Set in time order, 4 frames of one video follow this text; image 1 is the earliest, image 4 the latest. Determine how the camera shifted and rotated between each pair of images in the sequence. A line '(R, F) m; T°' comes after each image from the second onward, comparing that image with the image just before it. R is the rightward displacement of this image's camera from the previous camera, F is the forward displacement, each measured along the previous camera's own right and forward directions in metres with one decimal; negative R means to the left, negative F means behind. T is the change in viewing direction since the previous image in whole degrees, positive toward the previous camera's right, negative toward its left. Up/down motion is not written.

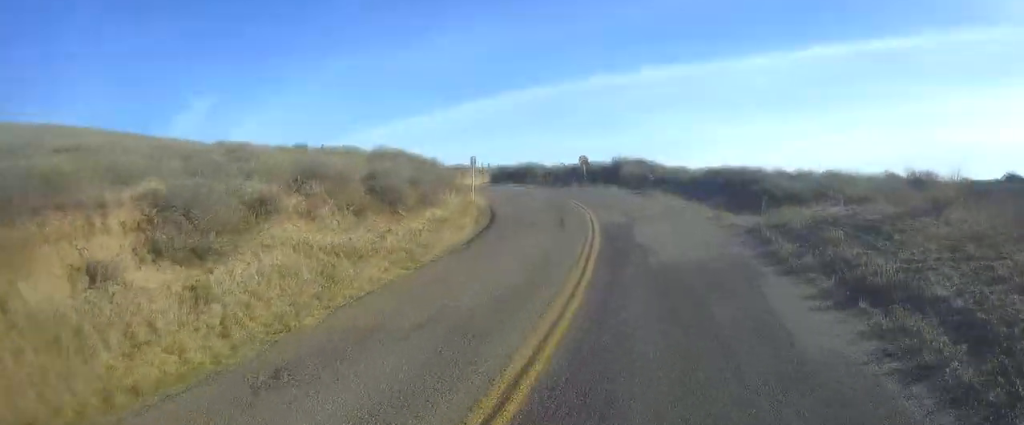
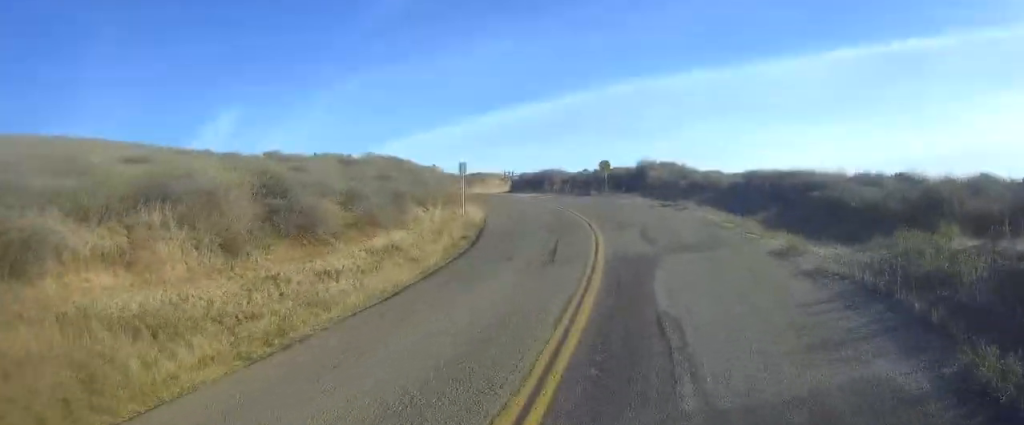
(-0.2, +6.5) m; -2°
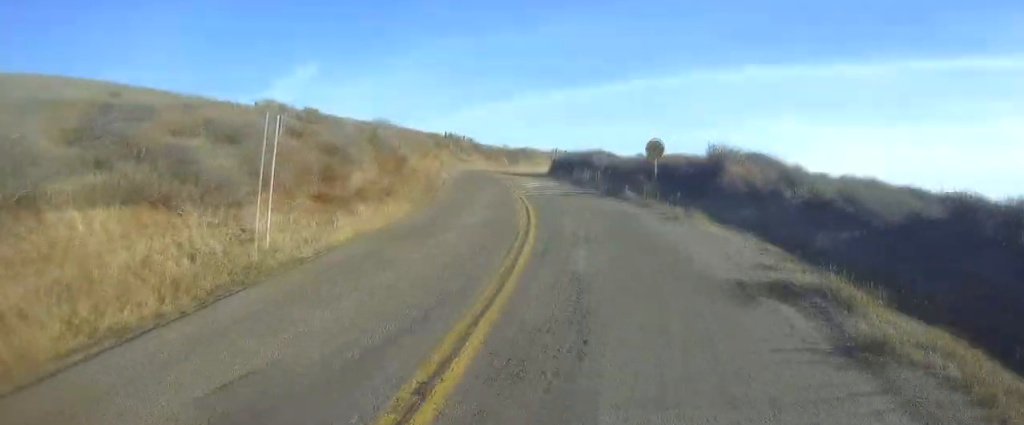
(-0.6, +17.1) m; -7°
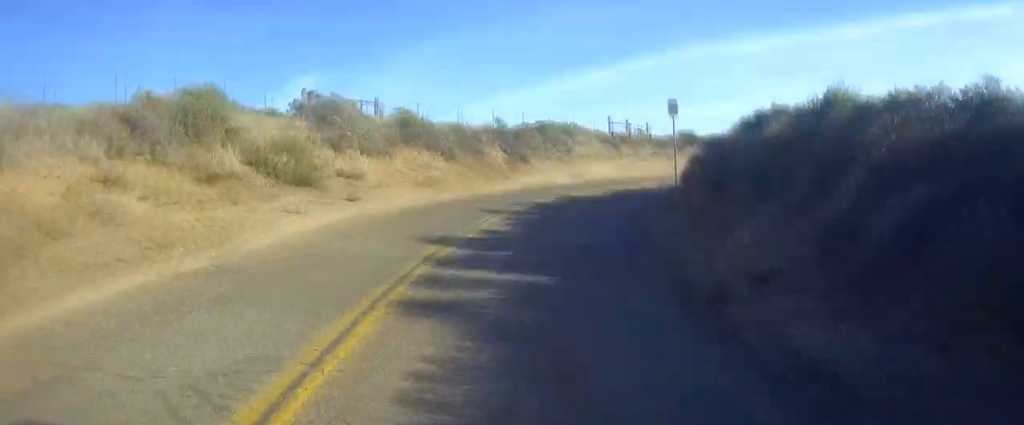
(-11.0, +57.5) m; -9°
